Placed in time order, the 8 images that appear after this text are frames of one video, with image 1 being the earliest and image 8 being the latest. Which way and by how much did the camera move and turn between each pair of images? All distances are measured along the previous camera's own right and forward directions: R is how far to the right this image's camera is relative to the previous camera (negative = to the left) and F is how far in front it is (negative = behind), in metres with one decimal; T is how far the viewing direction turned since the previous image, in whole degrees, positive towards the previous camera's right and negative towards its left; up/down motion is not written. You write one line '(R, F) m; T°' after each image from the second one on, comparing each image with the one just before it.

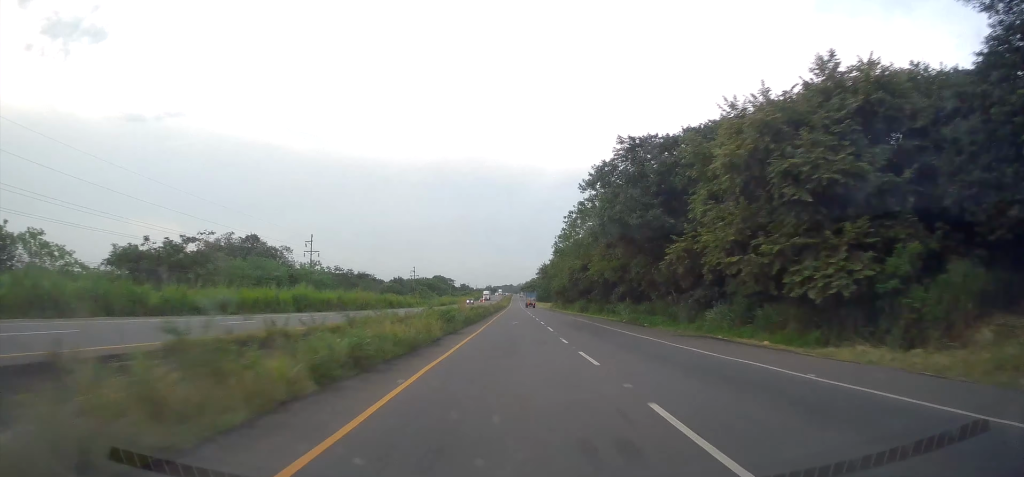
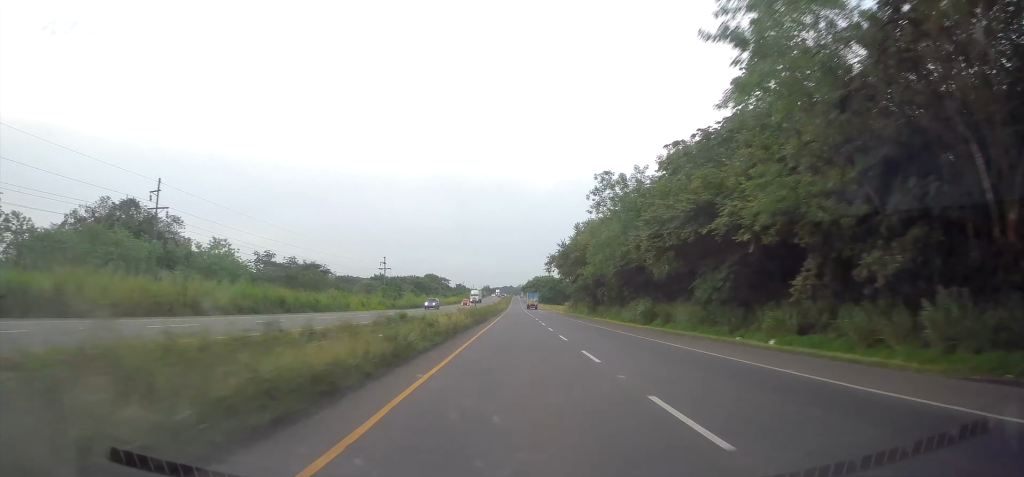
(0.0, +39.2) m; 0°
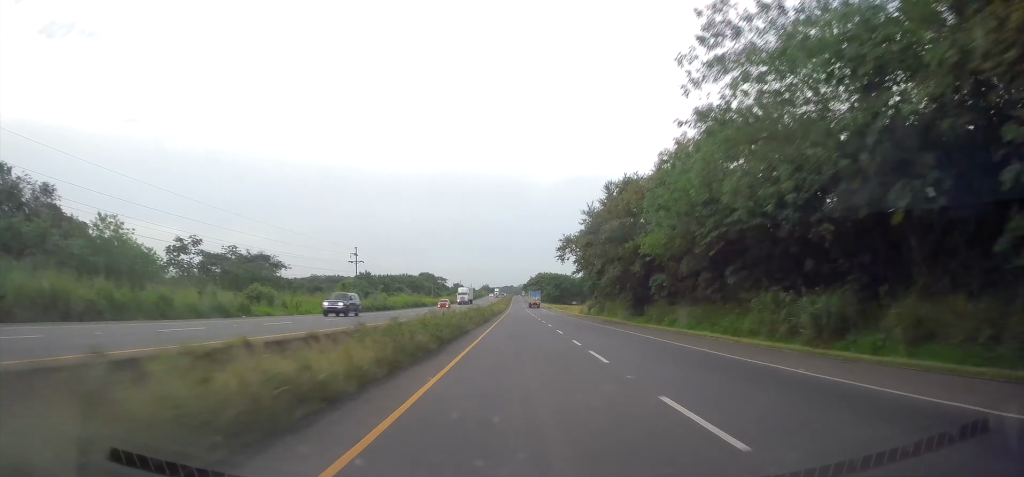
(0.0, +24.5) m; 0°
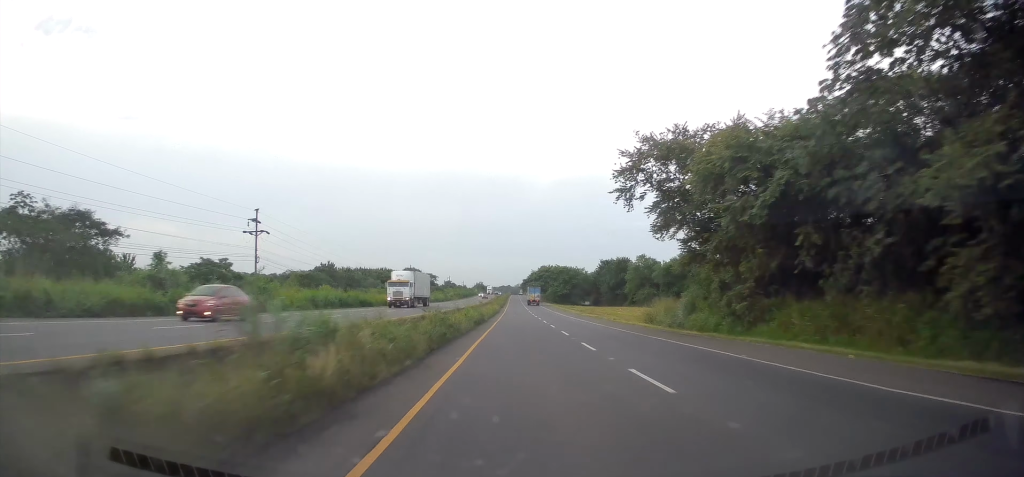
(+0.5, +41.8) m; 0°
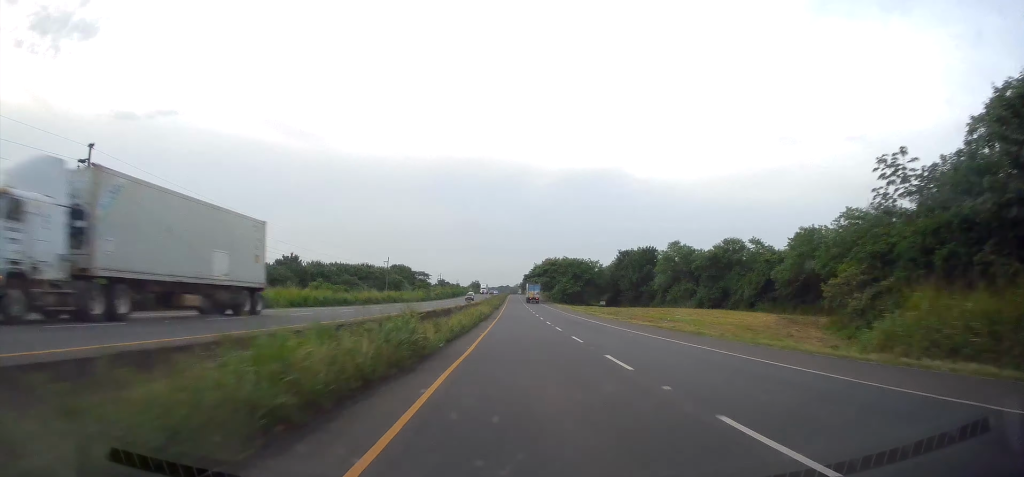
(-0.1, +29.6) m; 0°
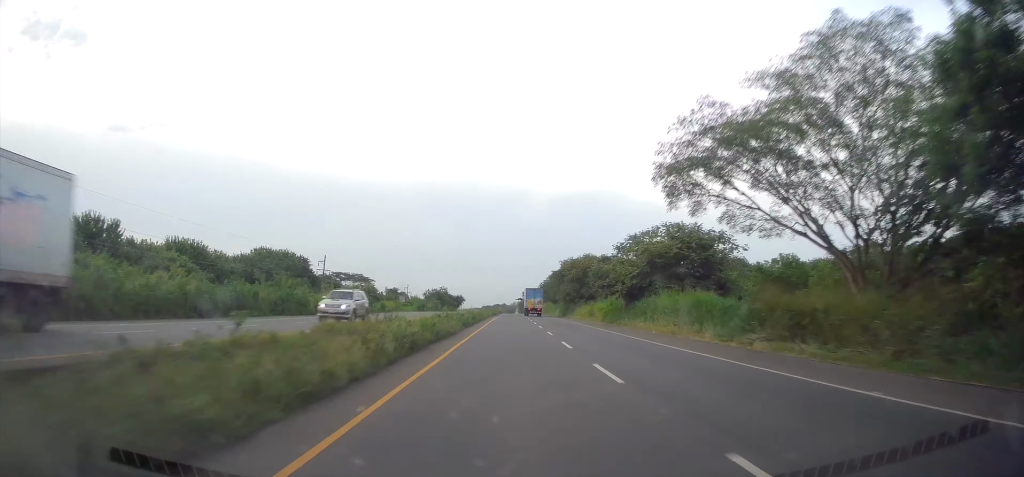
(-0.1, +148.0) m; 0°
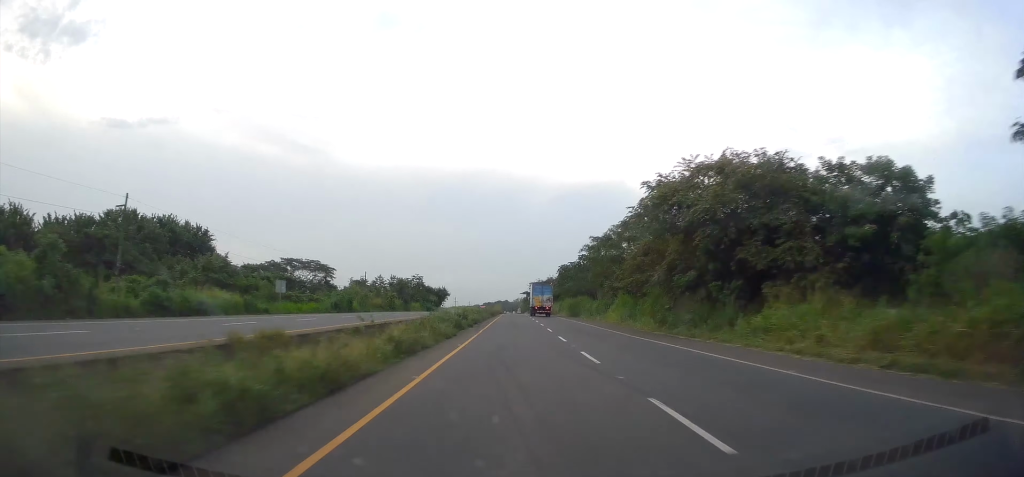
(+0.2, +53.8) m; 0°
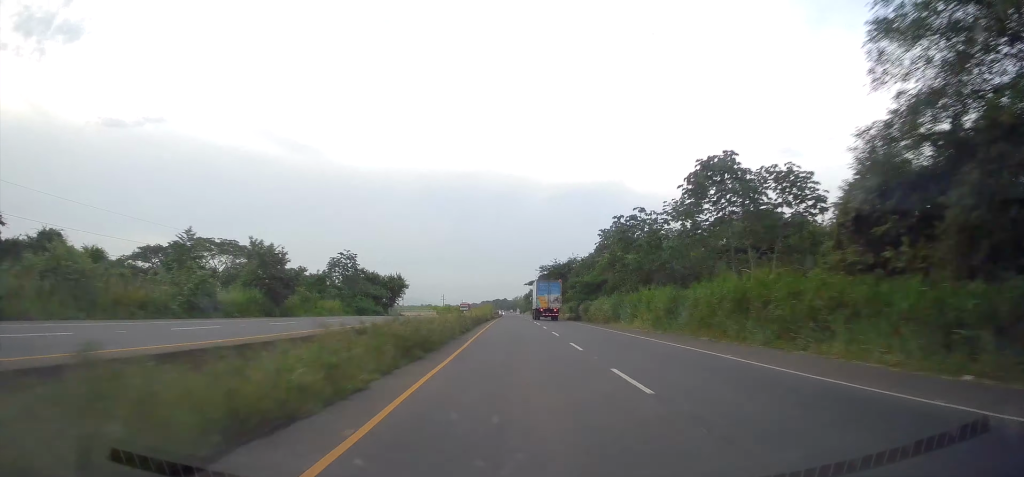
(0.0, +53.5) m; 0°
